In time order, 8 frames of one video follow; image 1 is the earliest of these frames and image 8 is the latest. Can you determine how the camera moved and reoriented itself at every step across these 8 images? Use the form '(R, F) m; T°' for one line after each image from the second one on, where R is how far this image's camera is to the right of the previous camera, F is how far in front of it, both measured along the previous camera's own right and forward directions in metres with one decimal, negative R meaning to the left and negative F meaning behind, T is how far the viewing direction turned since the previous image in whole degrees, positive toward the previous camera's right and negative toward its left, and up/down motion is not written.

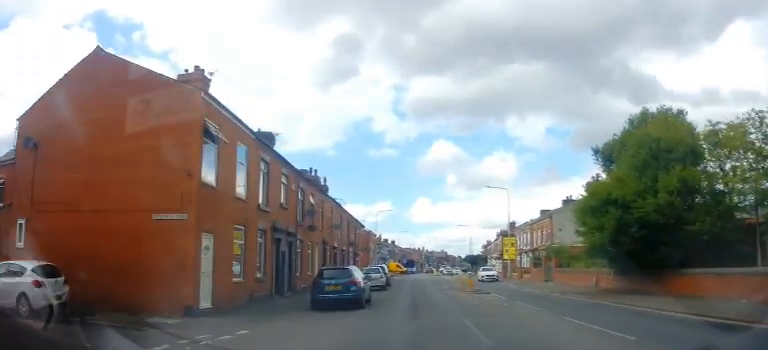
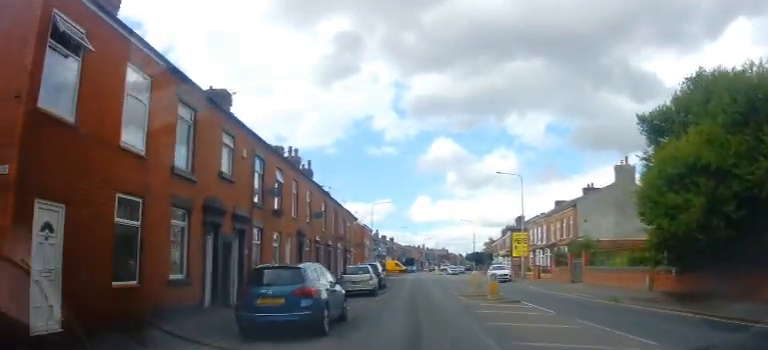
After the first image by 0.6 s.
(0.0, +6.9) m; +1°
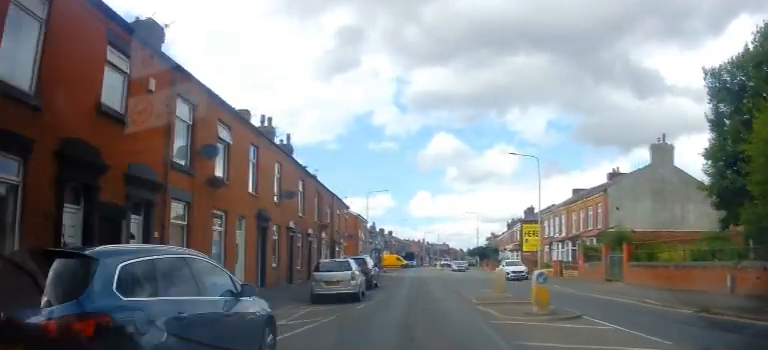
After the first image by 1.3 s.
(+0.1, +6.4) m; 0°
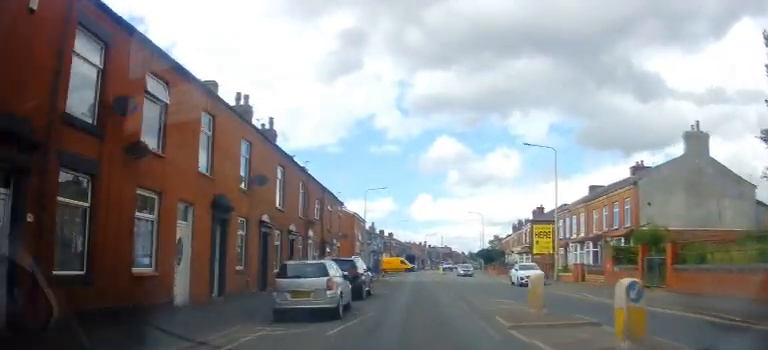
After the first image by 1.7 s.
(+0.1, +4.6) m; 0°
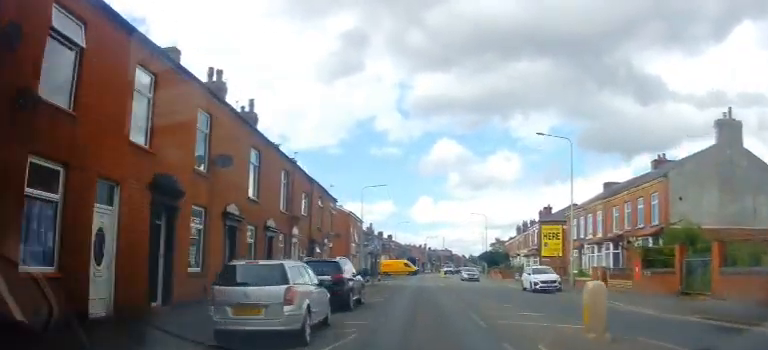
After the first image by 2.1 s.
(-0.1, +3.8) m; -1°
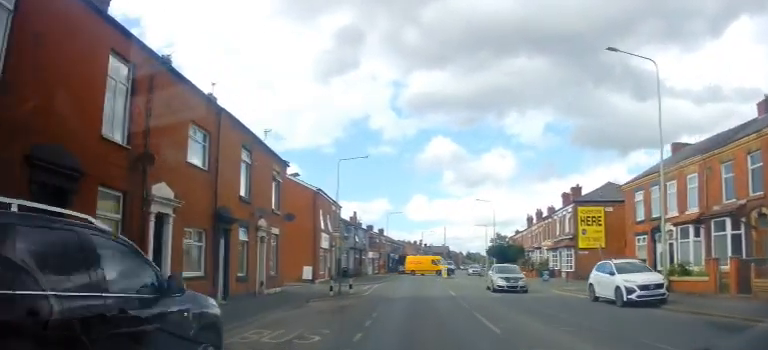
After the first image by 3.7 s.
(-0.1, +13.6) m; +2°
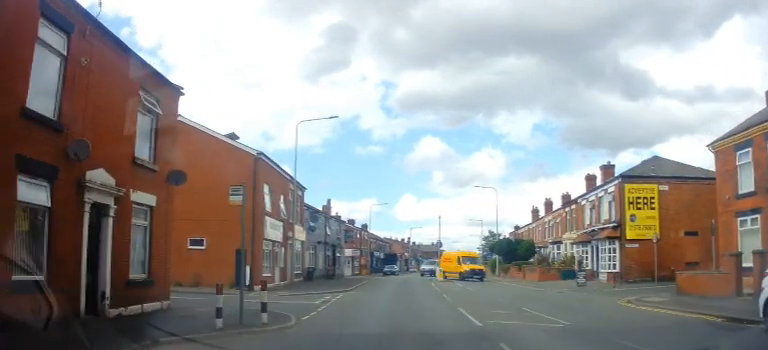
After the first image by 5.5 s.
(-0.1, +11.2) m; -2°
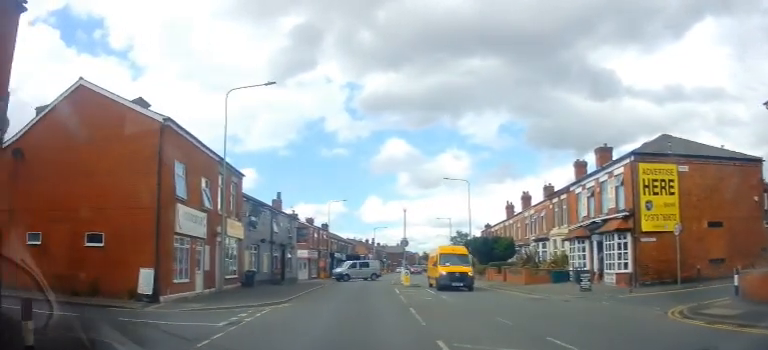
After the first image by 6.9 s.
(+0.2, +6.7) m; +6°
